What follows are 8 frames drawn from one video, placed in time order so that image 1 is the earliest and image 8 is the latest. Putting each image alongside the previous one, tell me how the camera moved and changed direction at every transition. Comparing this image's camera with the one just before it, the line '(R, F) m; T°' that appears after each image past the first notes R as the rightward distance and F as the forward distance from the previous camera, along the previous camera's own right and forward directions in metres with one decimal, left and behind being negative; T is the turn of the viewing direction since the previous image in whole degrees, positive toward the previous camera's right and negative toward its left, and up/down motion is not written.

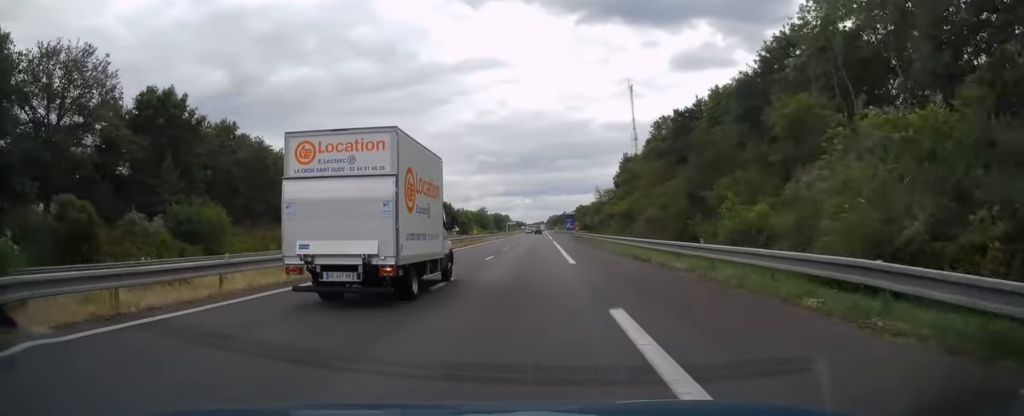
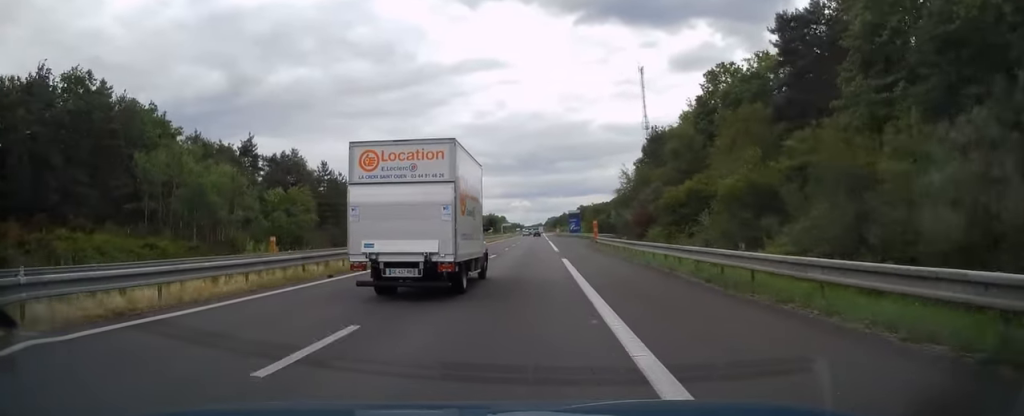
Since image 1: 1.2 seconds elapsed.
(+0.1, +34.4) m; 0°
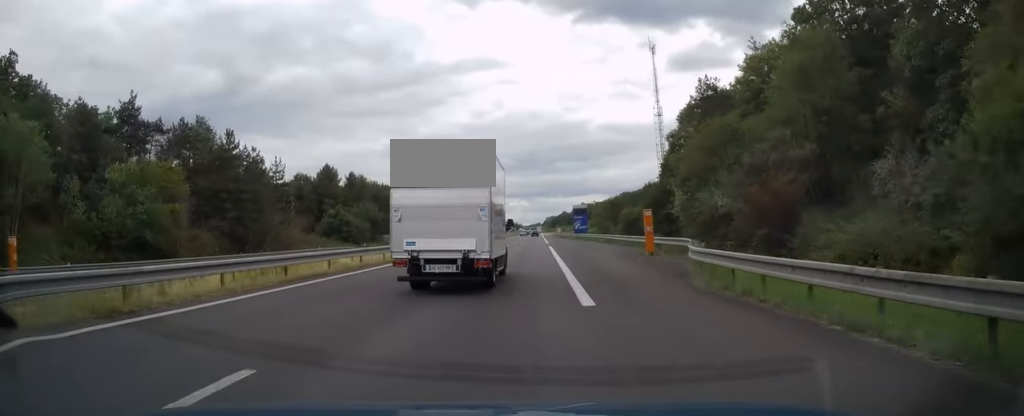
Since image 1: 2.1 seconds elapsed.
(-0.1, +29.1) m; 0°
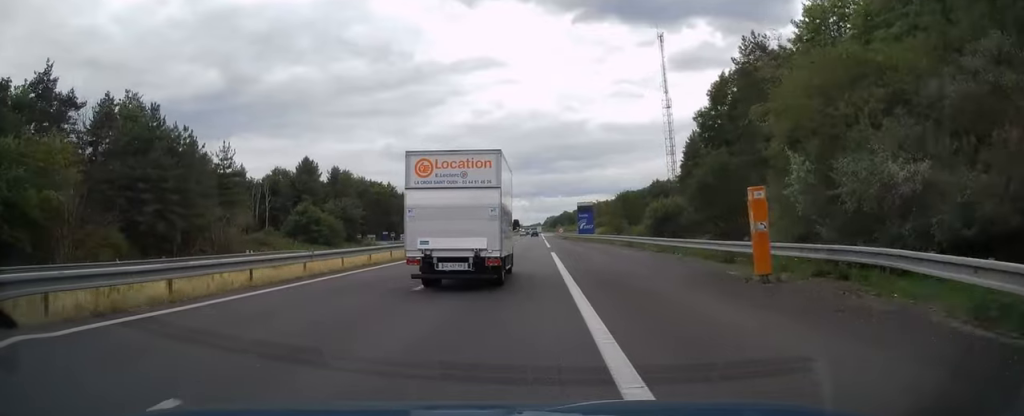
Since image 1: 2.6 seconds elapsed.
(0.0, +14.2) m; 0°
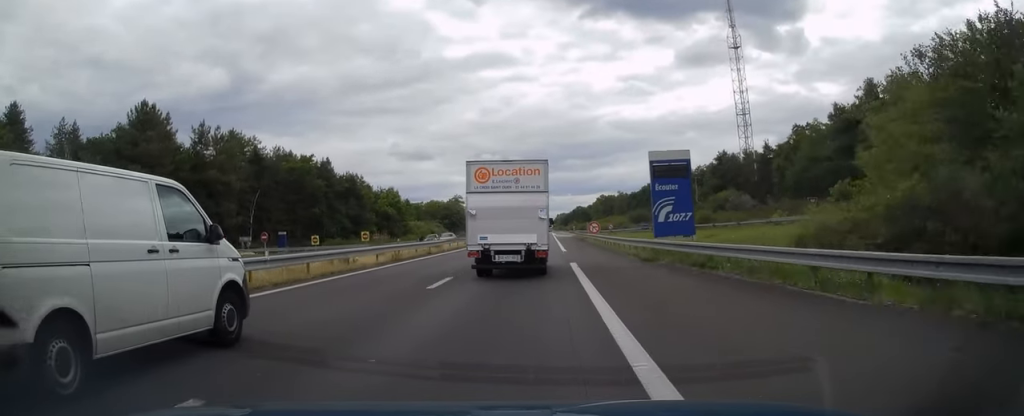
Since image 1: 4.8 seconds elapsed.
(0.0, +64.5) m; 0°
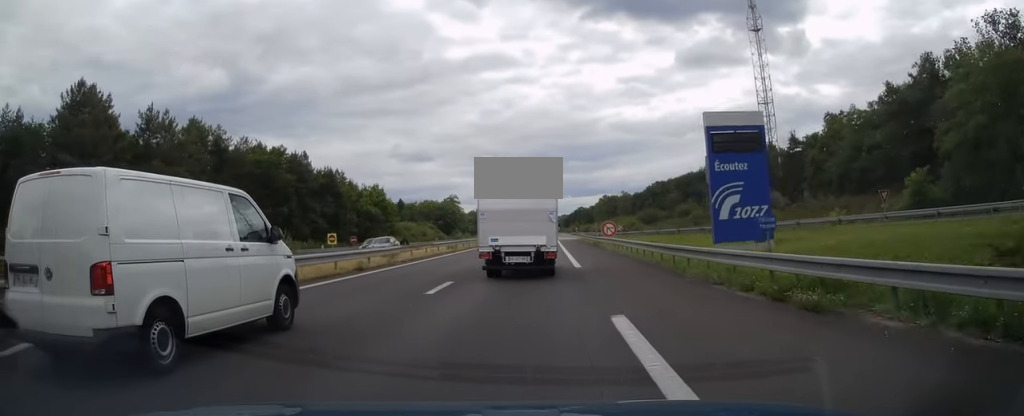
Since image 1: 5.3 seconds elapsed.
(0.0, +13.7) m; 0°
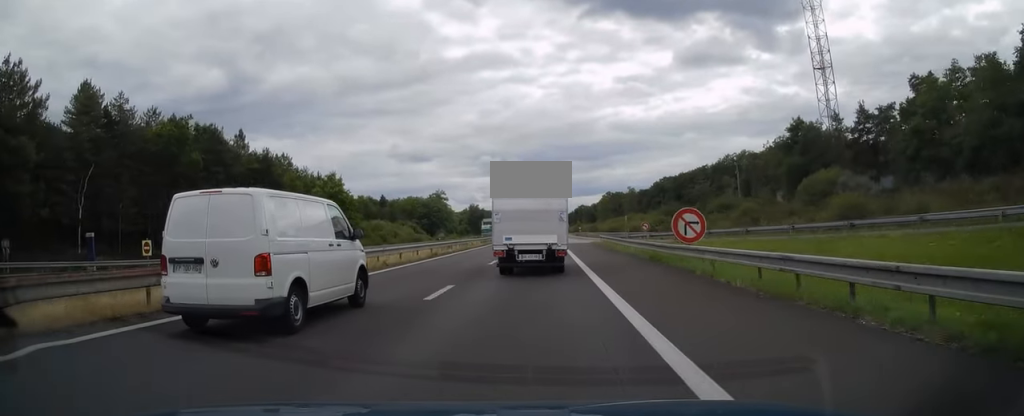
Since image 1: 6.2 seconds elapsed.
(-0.1, +27.0) m; 0°
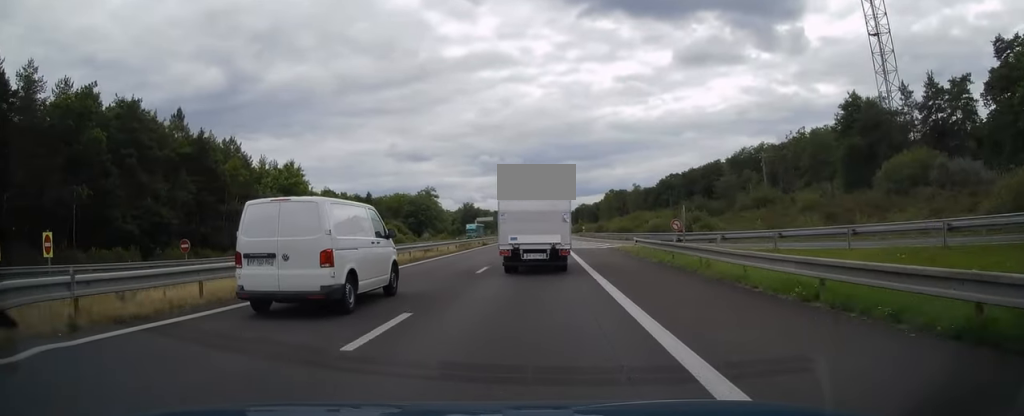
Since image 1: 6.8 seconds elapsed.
(+0.1, +18.2) m; 0°
